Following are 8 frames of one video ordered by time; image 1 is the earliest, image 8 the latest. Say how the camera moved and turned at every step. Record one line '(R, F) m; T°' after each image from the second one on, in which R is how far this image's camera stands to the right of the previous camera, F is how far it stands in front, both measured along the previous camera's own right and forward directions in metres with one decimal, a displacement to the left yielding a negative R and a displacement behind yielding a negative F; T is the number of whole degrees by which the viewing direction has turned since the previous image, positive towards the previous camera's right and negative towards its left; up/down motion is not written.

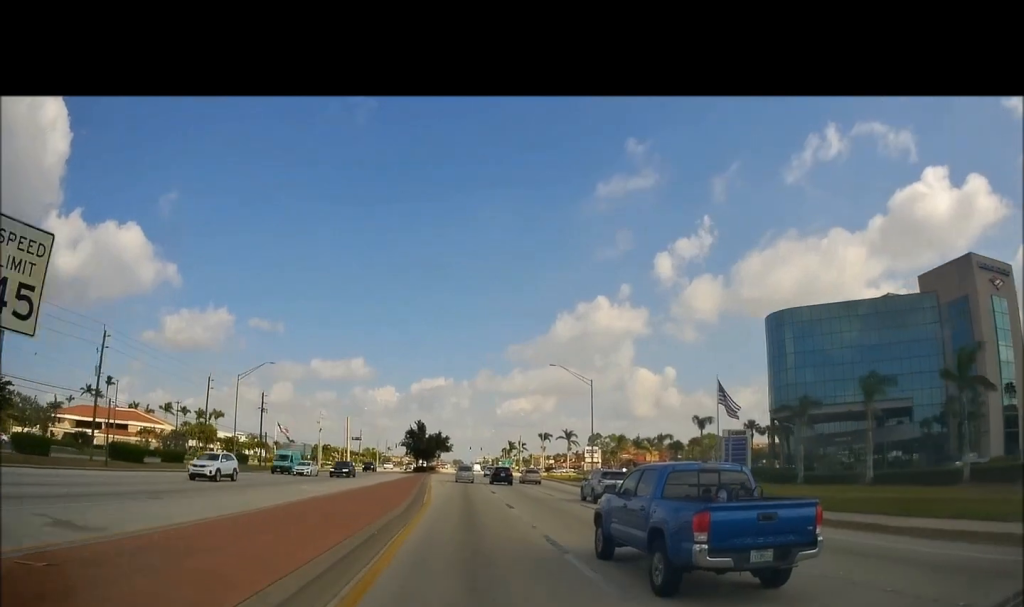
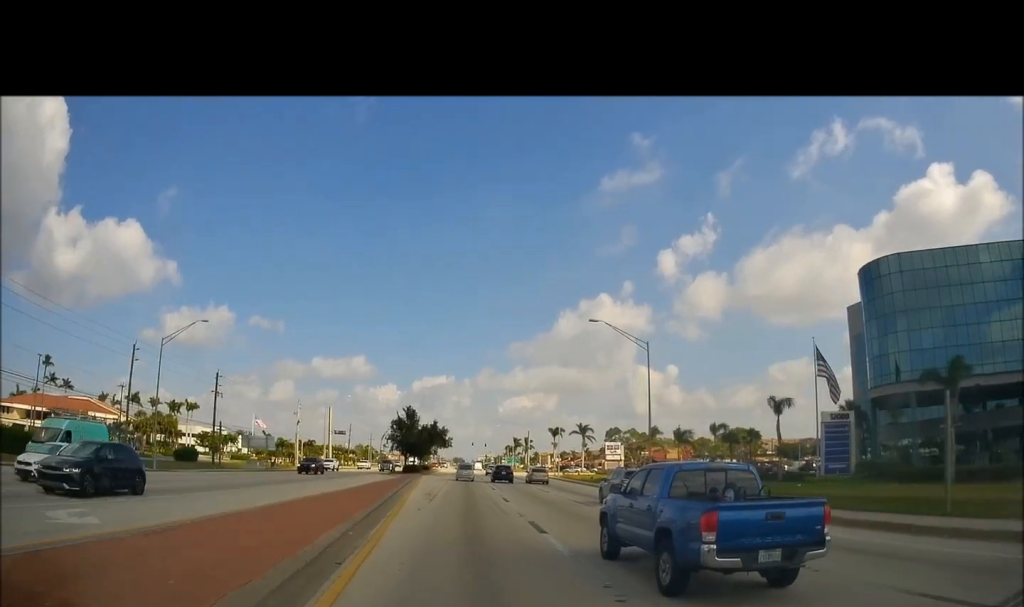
(0.0, +20.2) m; -1°
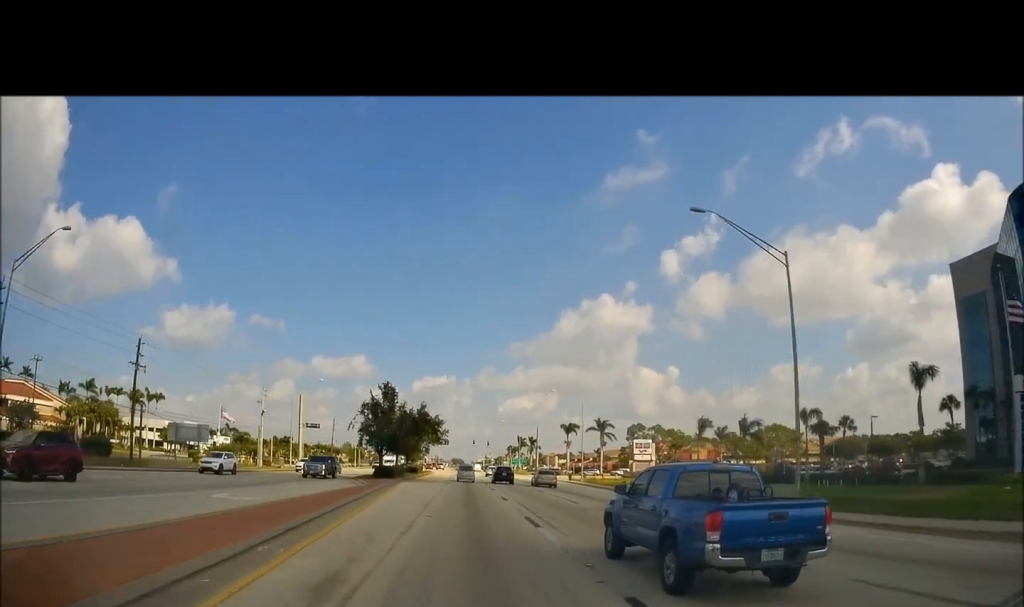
(-0.4, +21.8) m; 0°
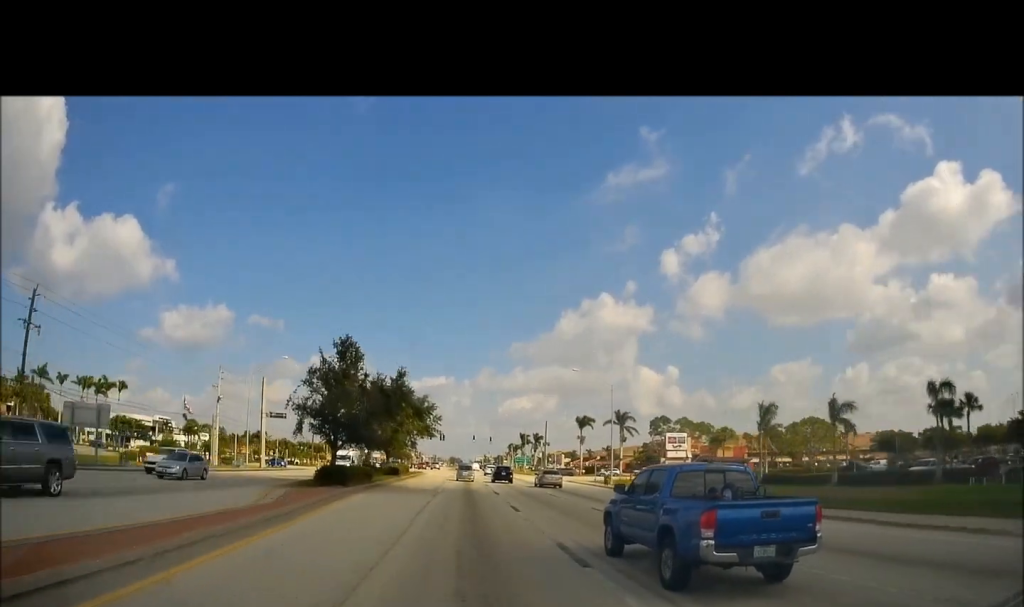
(+0.4, +18.6) m; 0°
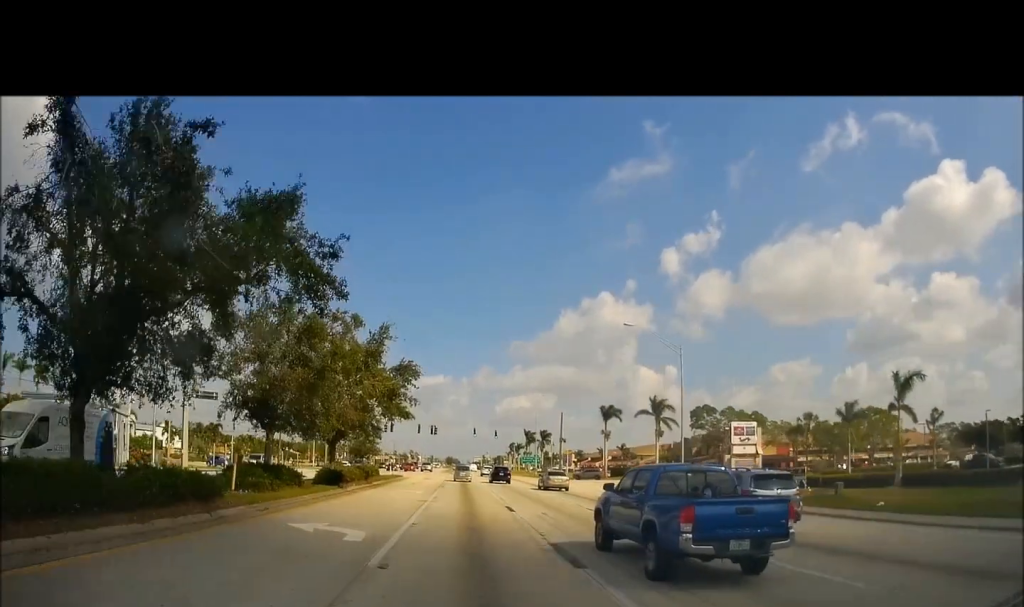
(-0.4, +23.8) m; 0°
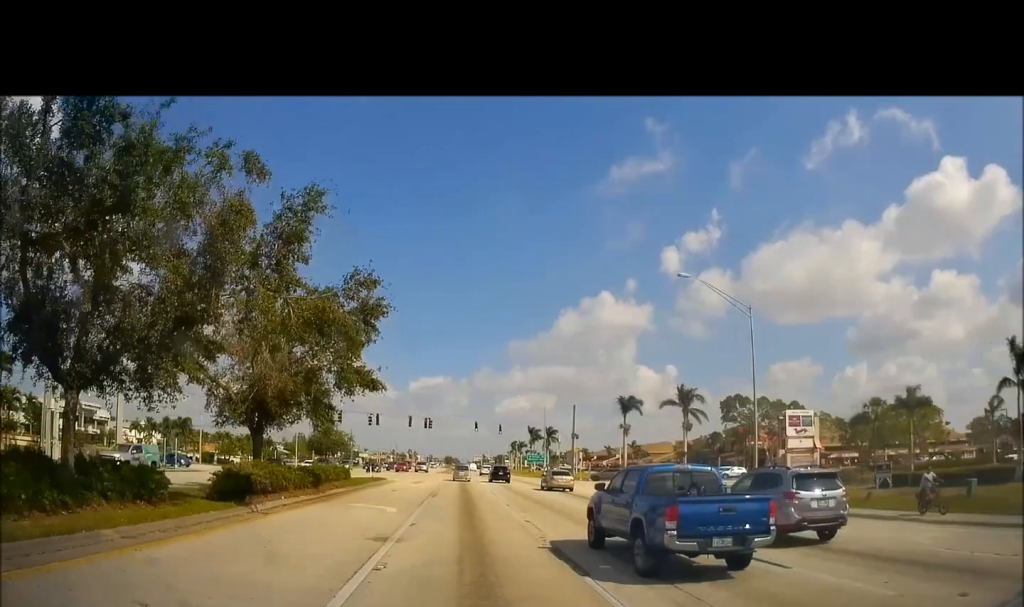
(+0.2, +12.3) m; +1°
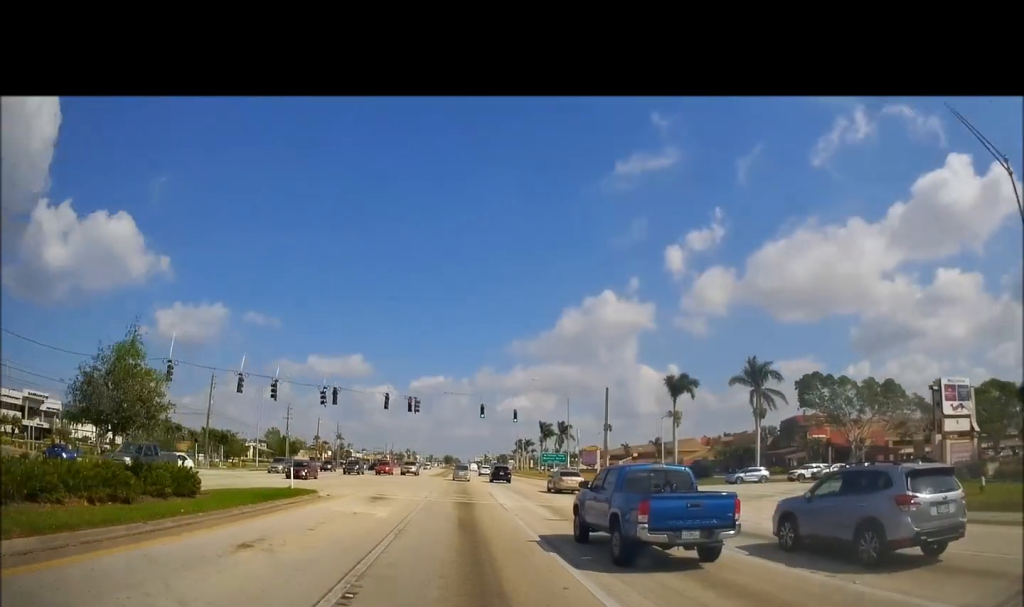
(+0.2, +21.8) m; 0°
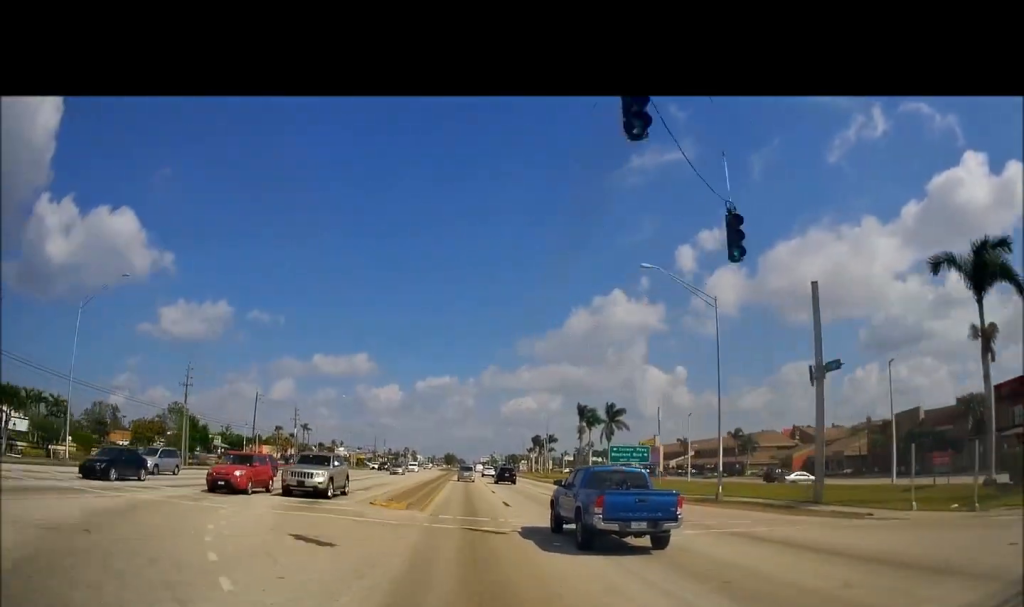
(-0.5, +46.9) m; -1°
